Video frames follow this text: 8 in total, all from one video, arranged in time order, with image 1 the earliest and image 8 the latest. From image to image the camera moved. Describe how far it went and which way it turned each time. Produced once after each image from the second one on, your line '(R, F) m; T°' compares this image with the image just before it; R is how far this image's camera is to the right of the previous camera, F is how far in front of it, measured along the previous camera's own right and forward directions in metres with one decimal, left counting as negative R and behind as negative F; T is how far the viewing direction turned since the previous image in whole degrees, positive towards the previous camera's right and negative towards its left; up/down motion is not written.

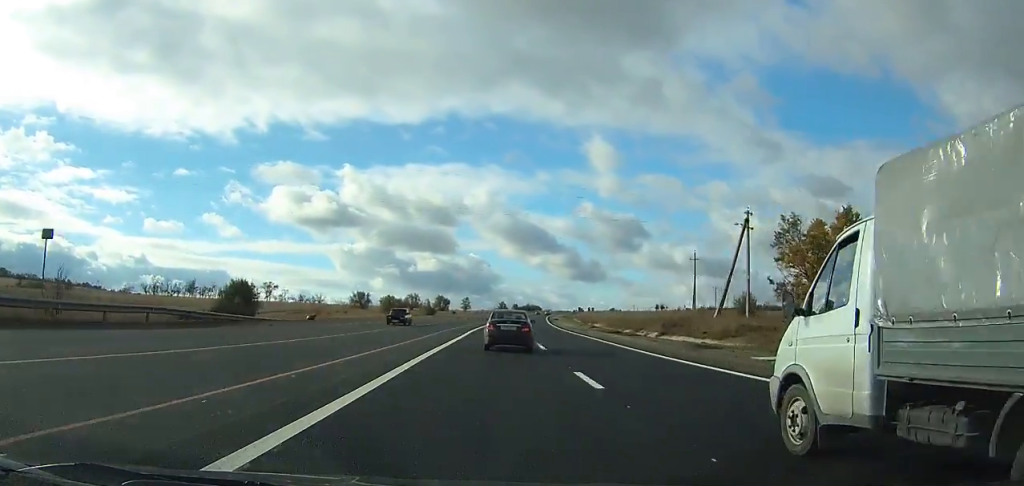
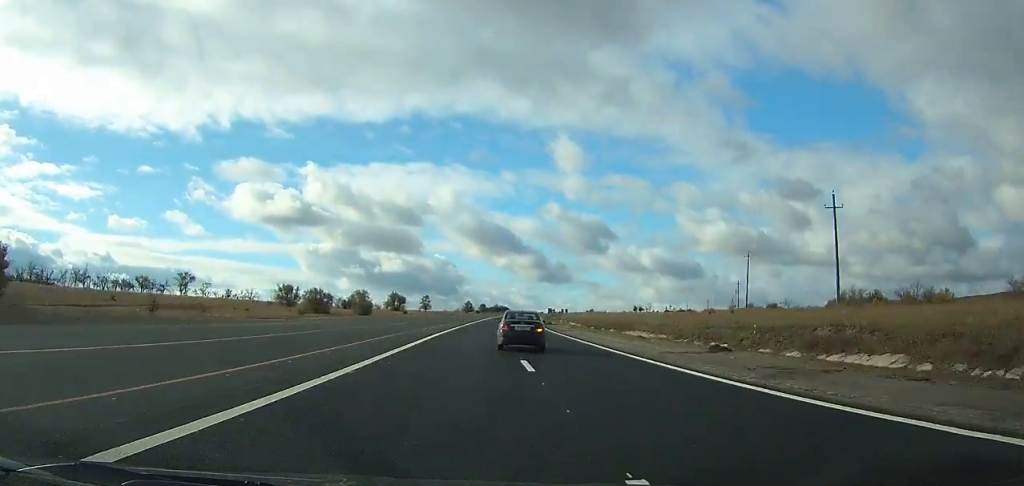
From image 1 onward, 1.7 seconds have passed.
(+0.4, +46.4) m; +3°
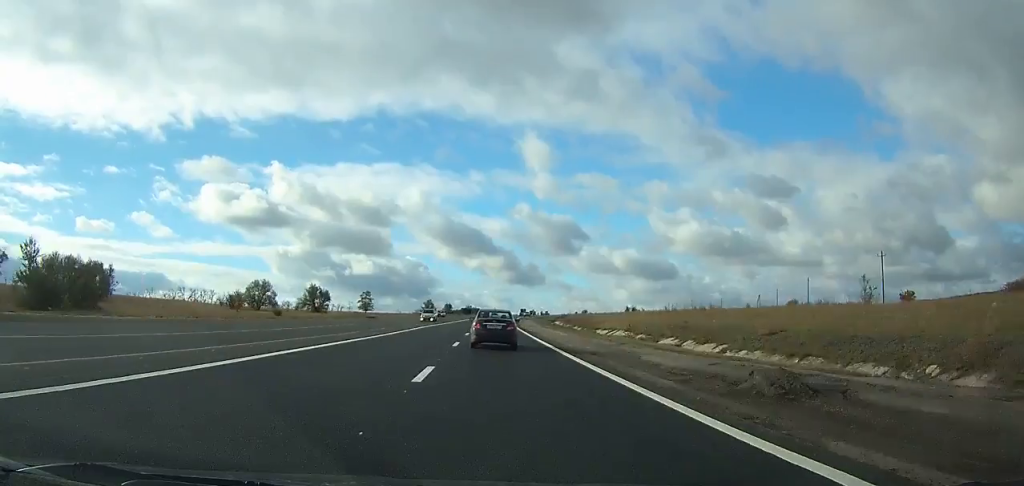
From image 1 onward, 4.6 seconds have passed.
(+3.1, +76.6) m; +3°
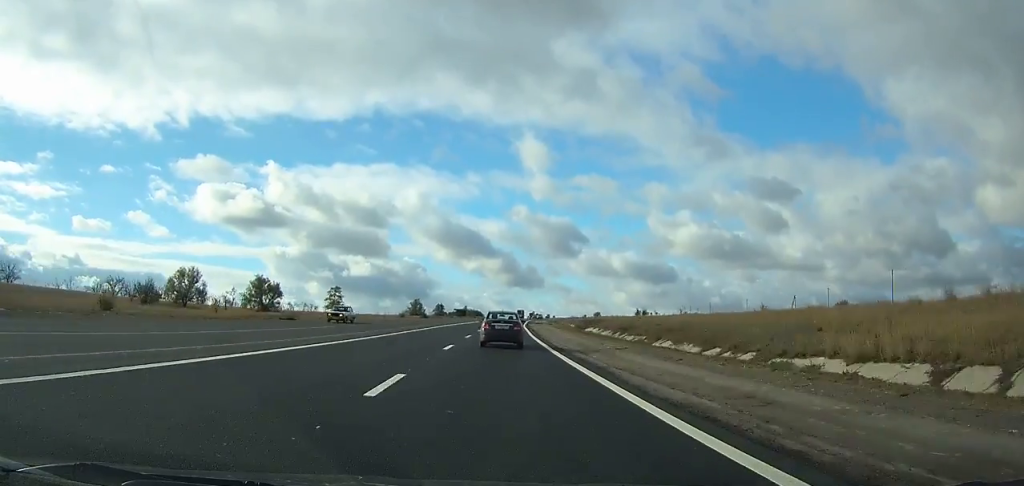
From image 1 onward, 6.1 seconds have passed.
(+0.5, +38.4) m; +1°
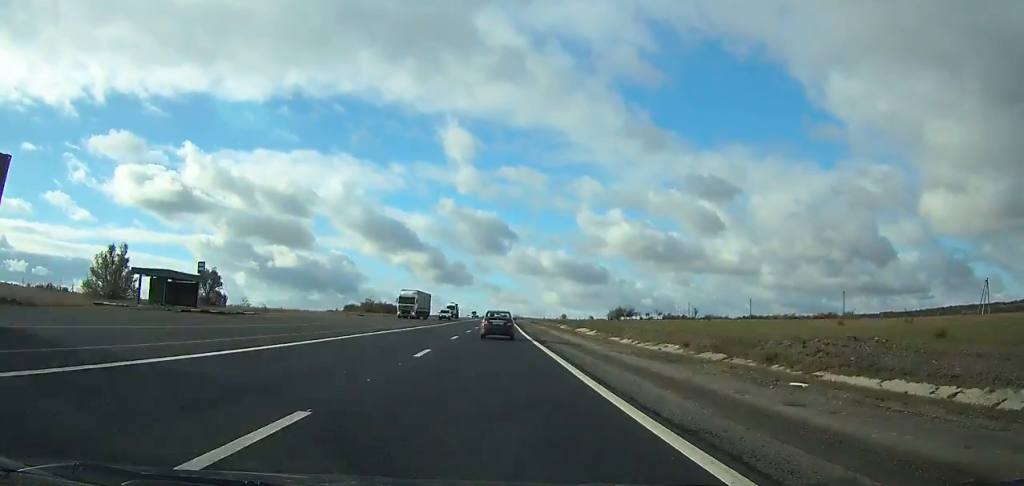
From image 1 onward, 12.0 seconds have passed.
(+6.6, +147.9) m; +5°
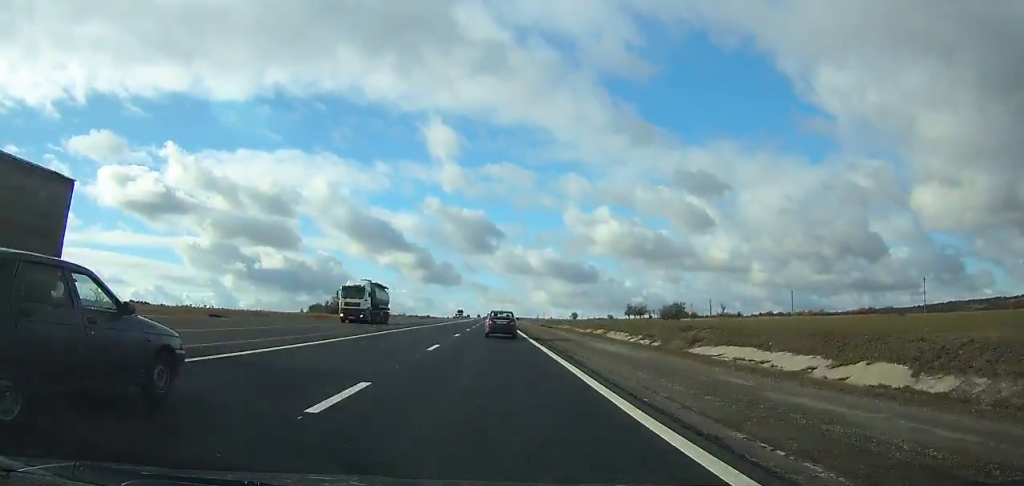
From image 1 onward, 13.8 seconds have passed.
(+0.6, +44.7) m; +1°
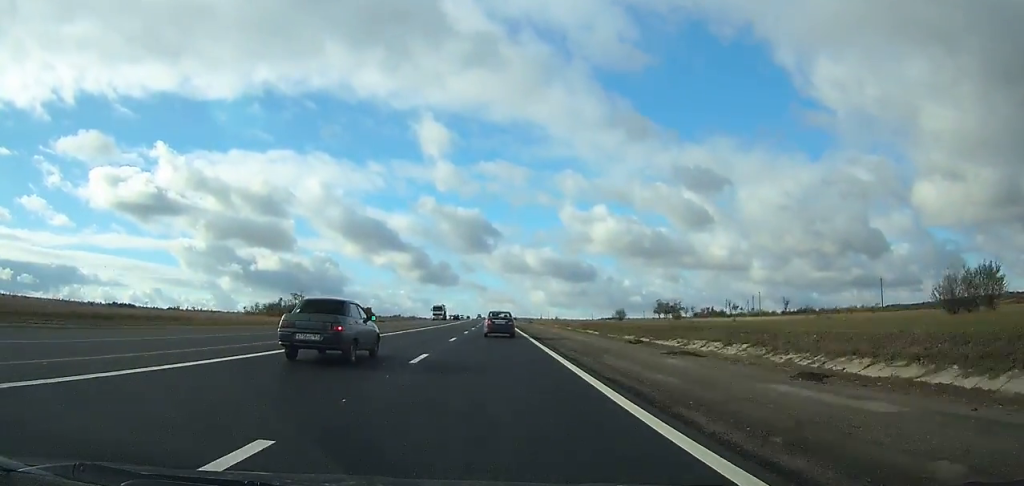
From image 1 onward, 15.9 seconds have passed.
(+0.5, +52.1) m; 0°
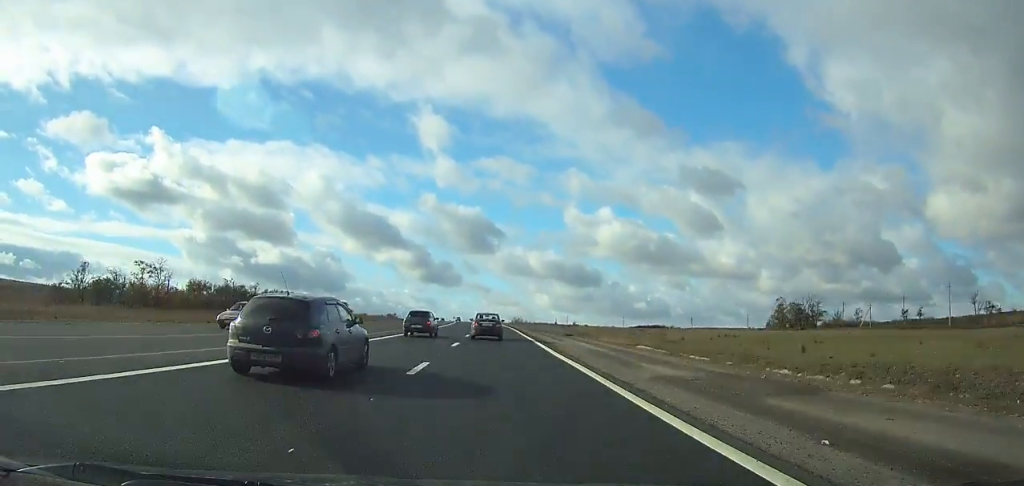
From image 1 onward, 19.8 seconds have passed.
(-0.2, +97.0) m; -1°
